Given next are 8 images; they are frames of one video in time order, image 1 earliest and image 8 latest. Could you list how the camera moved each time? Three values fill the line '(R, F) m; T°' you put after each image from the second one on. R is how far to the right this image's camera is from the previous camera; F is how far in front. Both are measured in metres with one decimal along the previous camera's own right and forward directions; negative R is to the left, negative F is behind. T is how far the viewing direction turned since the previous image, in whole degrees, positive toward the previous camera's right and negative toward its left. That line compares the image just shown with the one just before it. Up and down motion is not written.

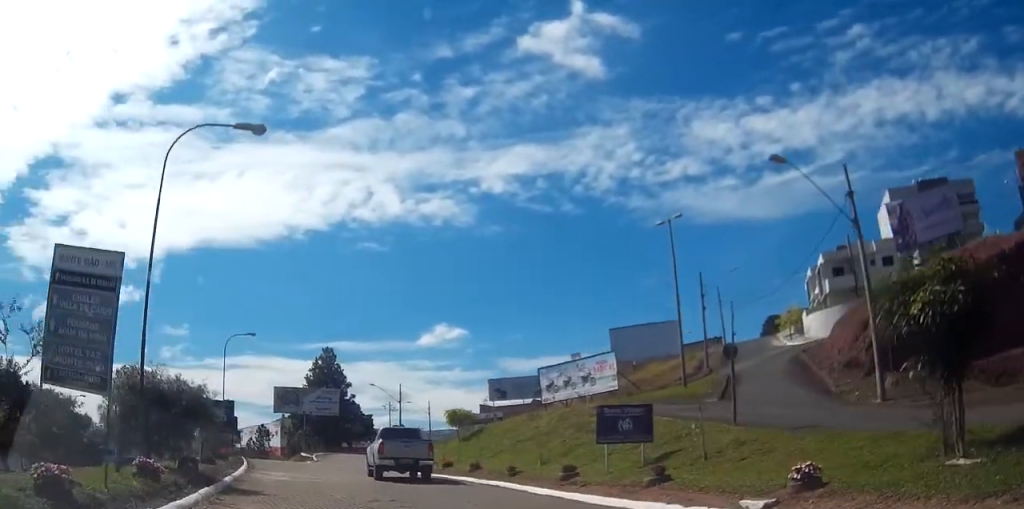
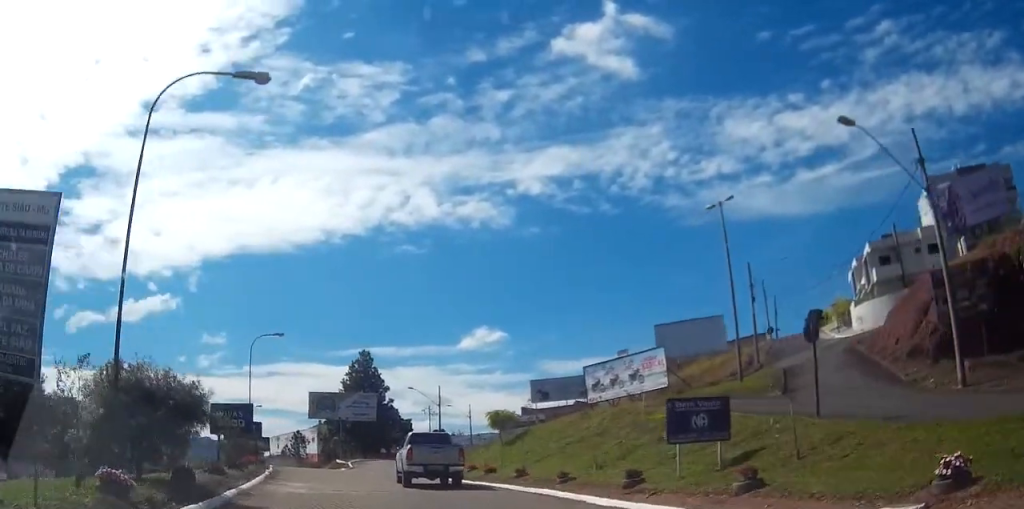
(0.0, +2.9) m; -2°
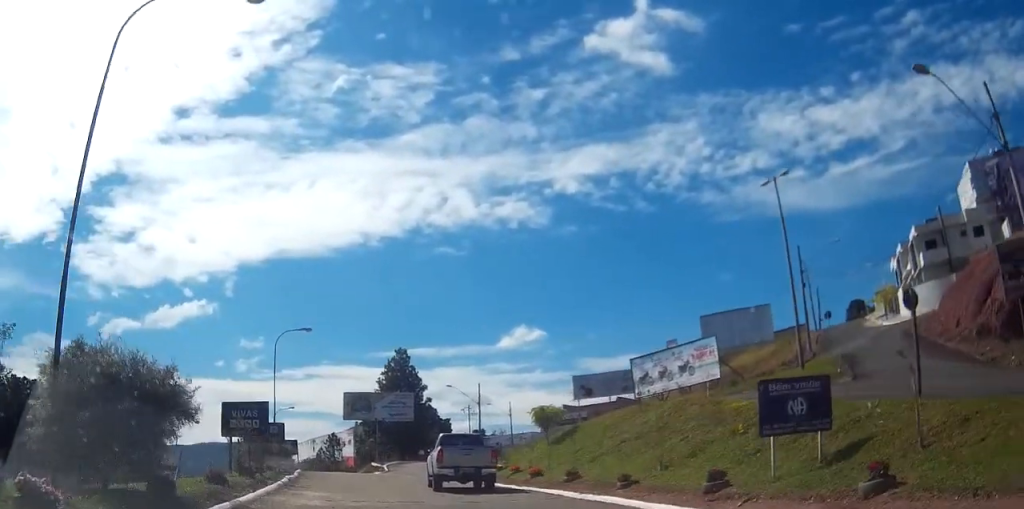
(-0.1, +3.1) m; -3°
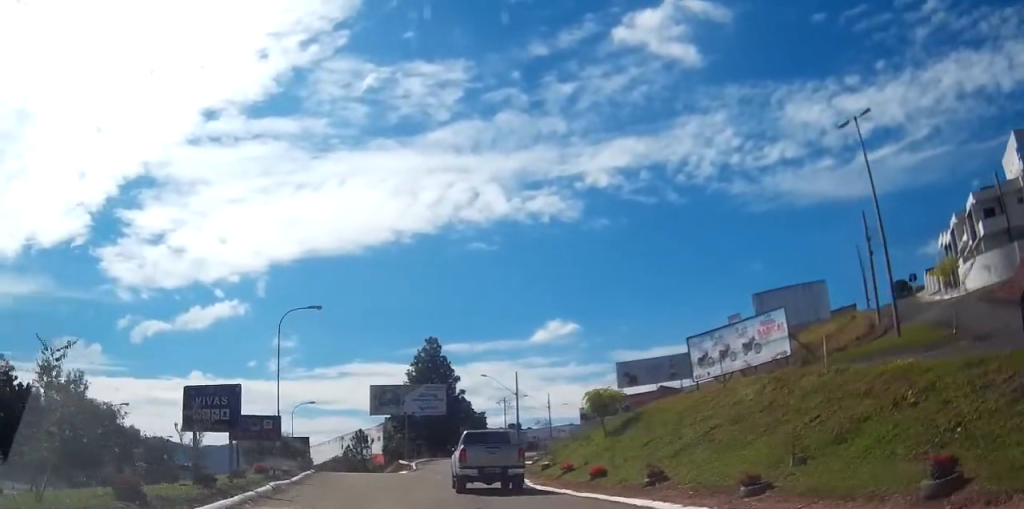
(-0.3, +6.5) m; -4°
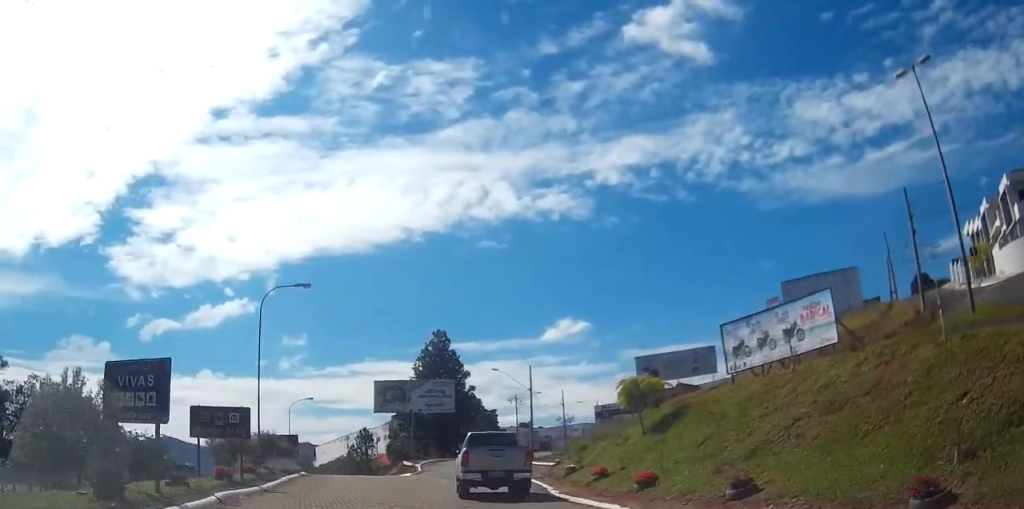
(-0.1, +5.0) m; -2°
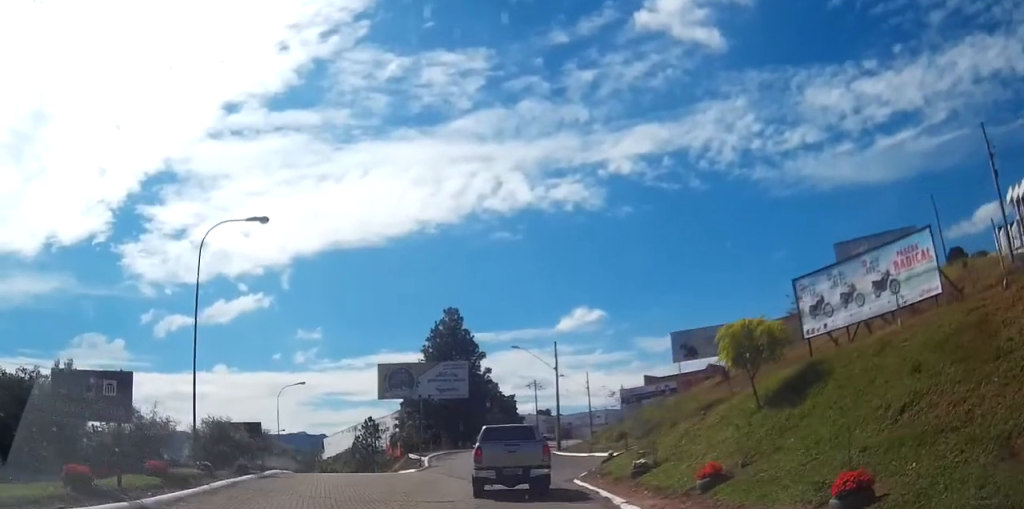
(-0.2, +9.2) m; -3°
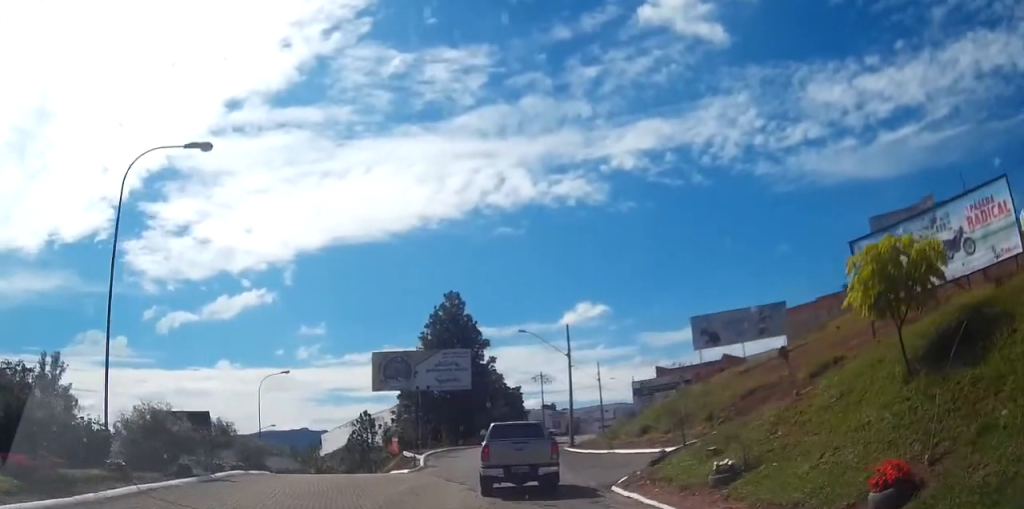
(-0.1, +6.2) m; -1°
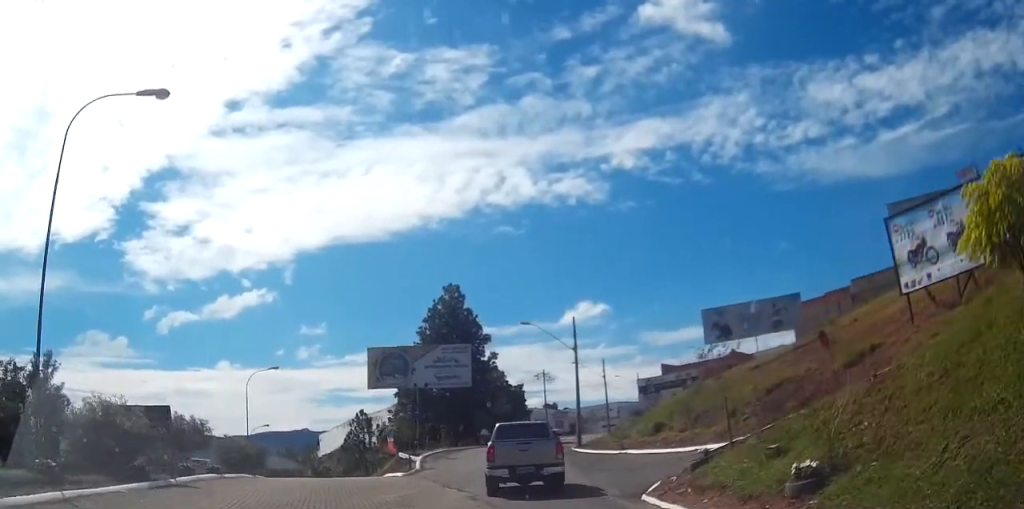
(0.0, +3.2) m; 0°
